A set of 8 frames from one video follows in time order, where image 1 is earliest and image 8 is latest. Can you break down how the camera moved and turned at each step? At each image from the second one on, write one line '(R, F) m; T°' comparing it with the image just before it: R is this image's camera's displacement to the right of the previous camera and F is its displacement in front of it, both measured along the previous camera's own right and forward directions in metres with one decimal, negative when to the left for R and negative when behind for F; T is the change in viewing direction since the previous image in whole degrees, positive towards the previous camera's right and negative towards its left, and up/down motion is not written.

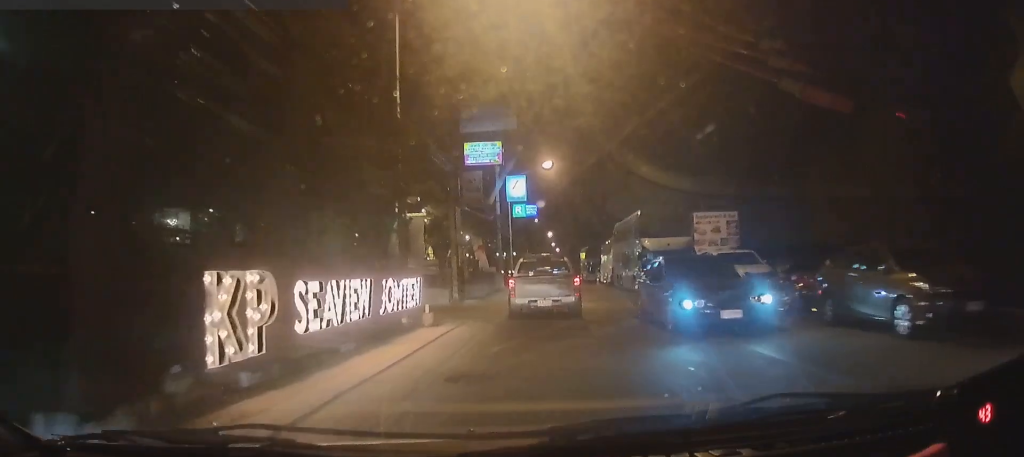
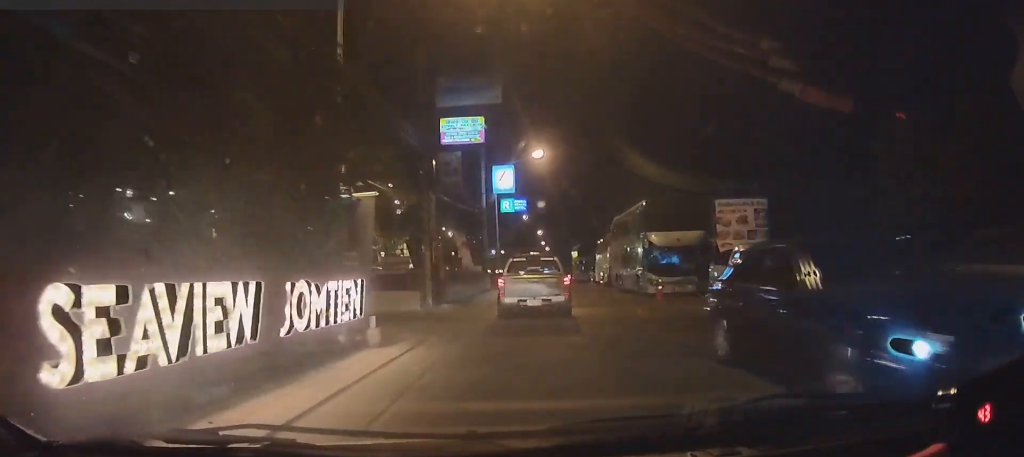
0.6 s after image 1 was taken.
(0.0, +3.9) m; 0°
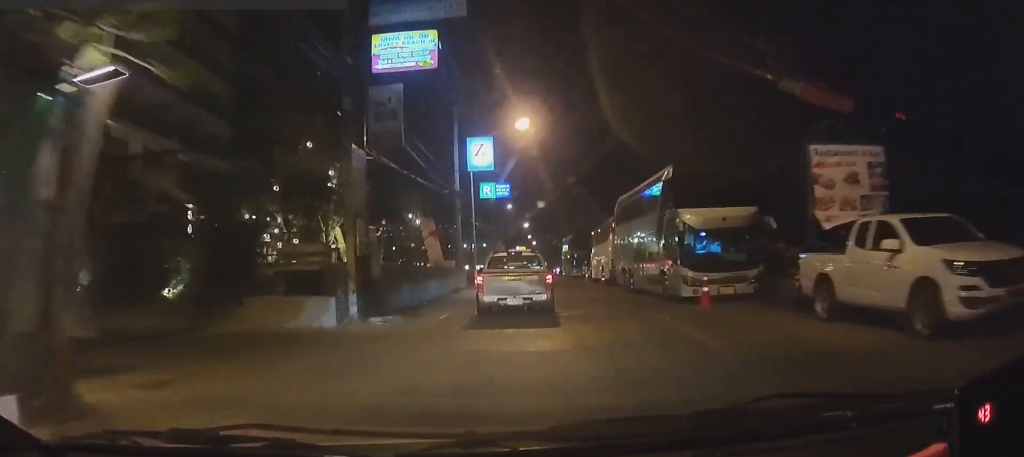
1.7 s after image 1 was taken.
(-0.1, +7.4) m; 0°
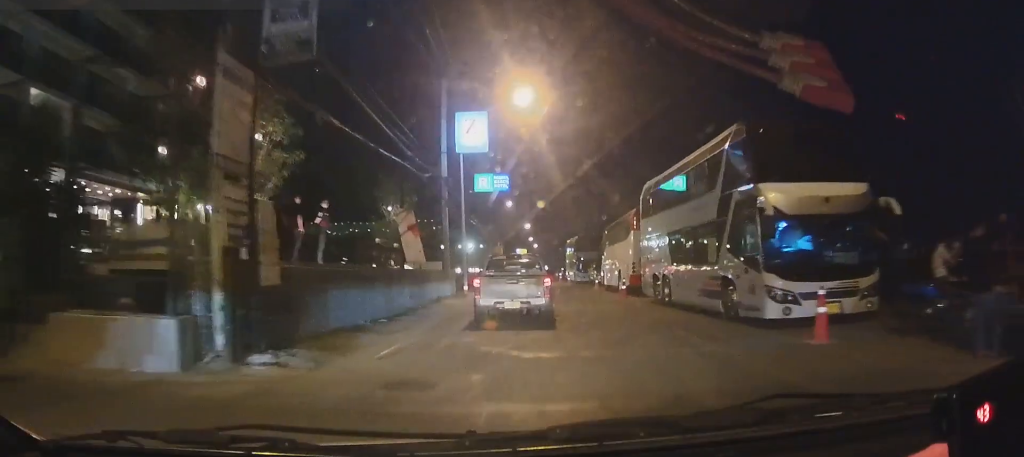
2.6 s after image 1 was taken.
(0.0, +6.4) m; +1°
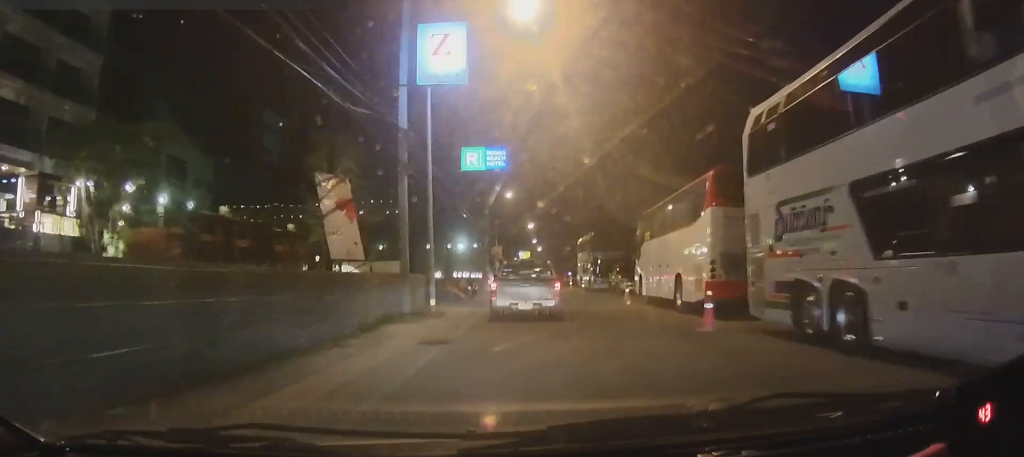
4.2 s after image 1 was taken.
(-0.1, +11.2) m; 0°
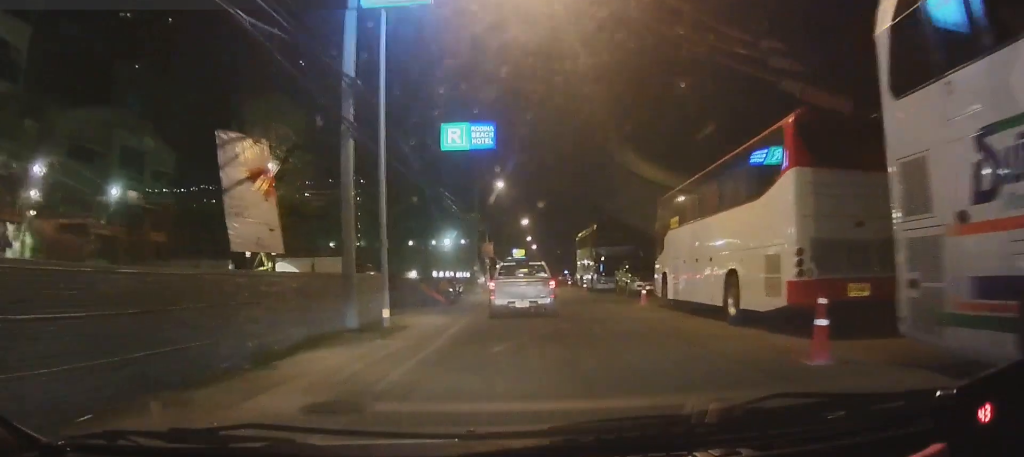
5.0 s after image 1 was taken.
(+0.2, +5.3) m; +1°
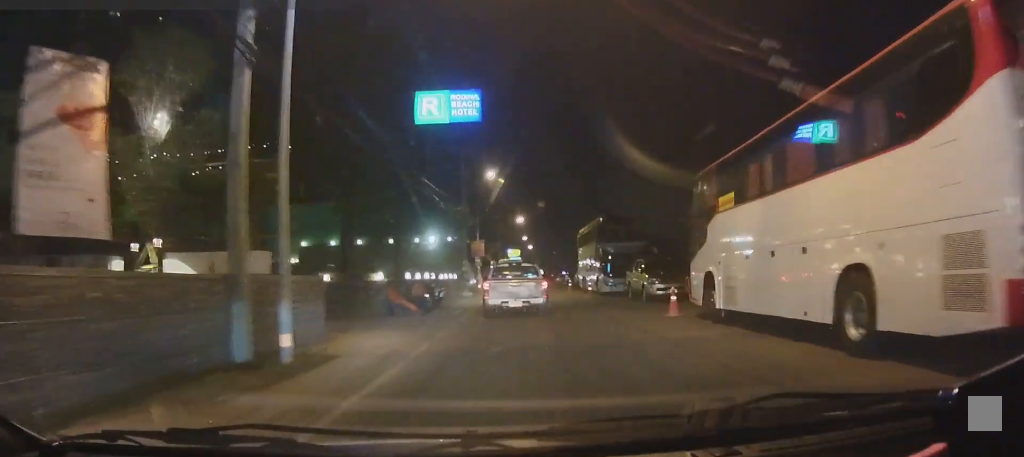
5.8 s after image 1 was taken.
(+0.1, +5.1) m; 0°
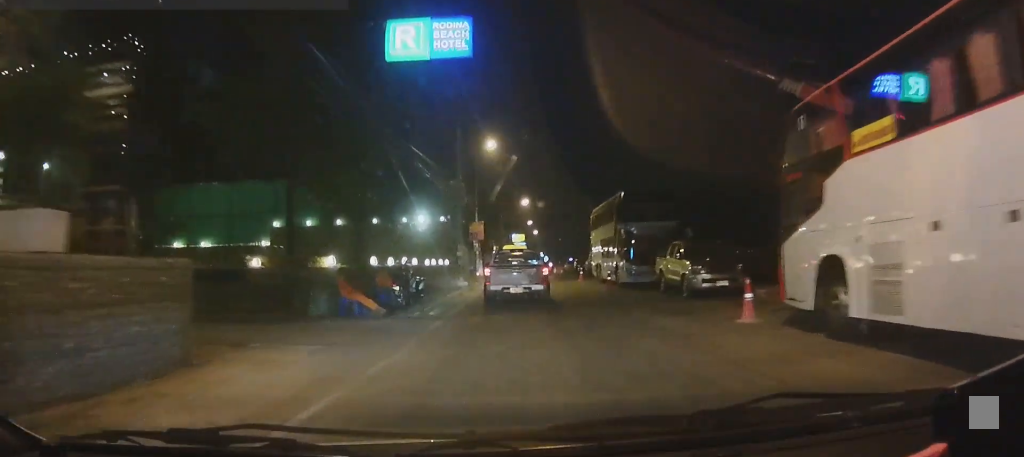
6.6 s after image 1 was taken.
(-0.1, +5.4) m; 0°
